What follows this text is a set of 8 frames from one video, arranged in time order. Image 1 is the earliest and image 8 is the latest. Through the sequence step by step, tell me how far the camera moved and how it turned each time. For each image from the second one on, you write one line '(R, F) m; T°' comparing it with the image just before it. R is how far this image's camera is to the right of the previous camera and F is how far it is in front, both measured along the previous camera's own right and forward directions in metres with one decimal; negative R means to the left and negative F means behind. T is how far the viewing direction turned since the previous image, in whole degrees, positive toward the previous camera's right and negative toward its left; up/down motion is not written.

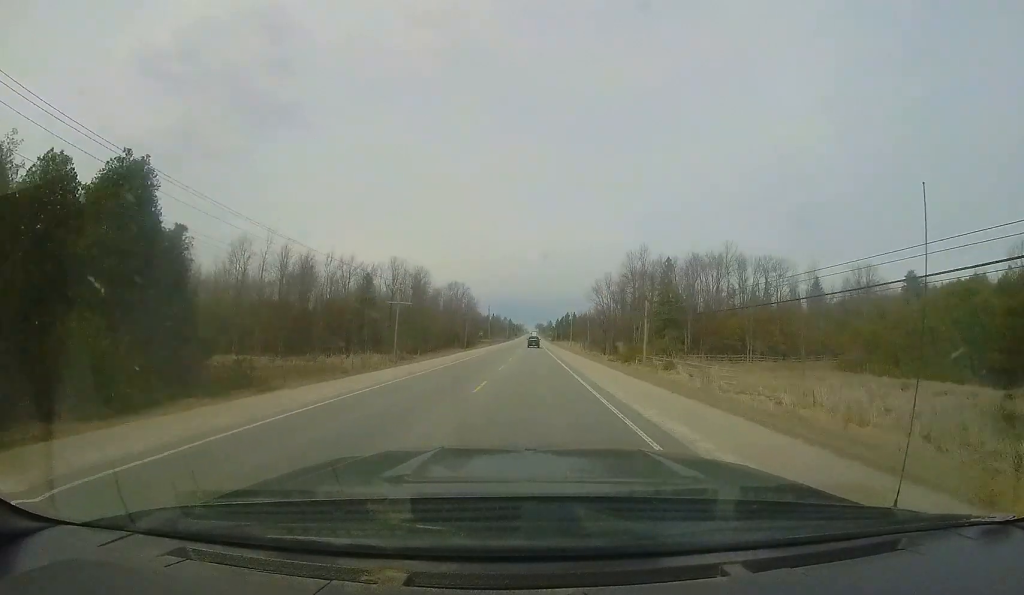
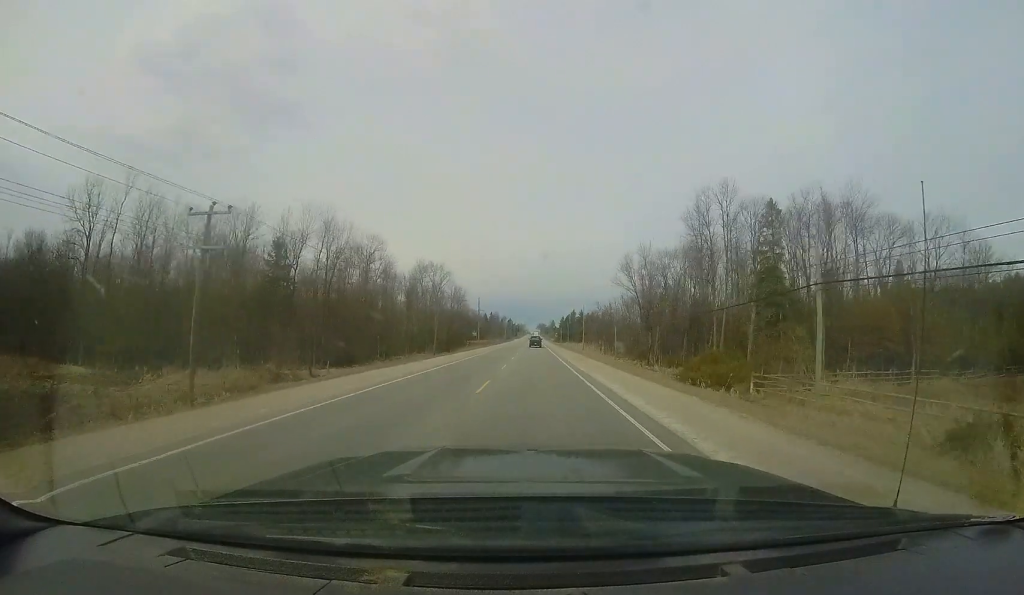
(-0.2, +26.6) m; 0°
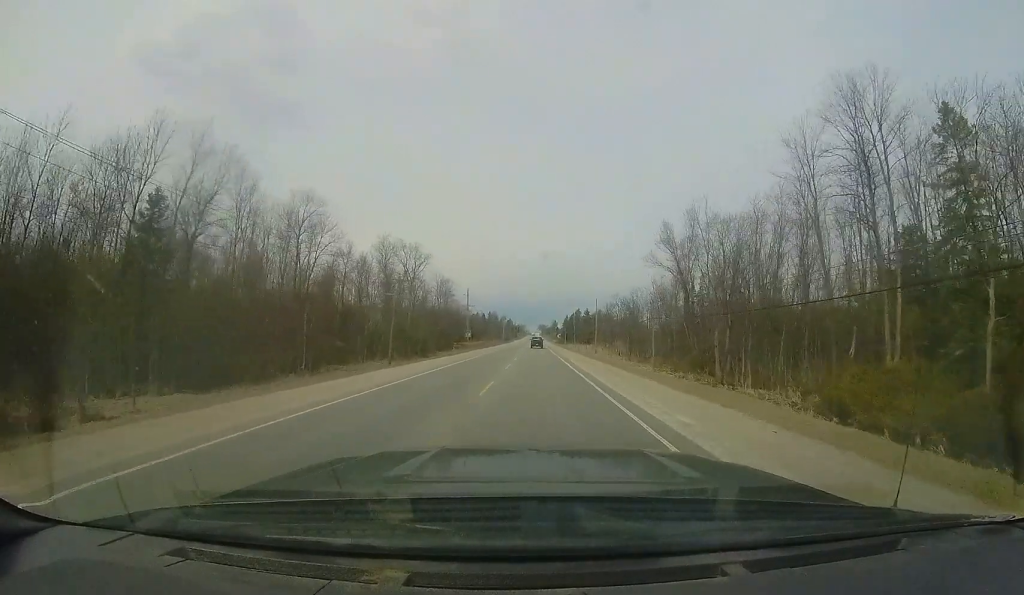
(+0.1, +18.2) m; 0°
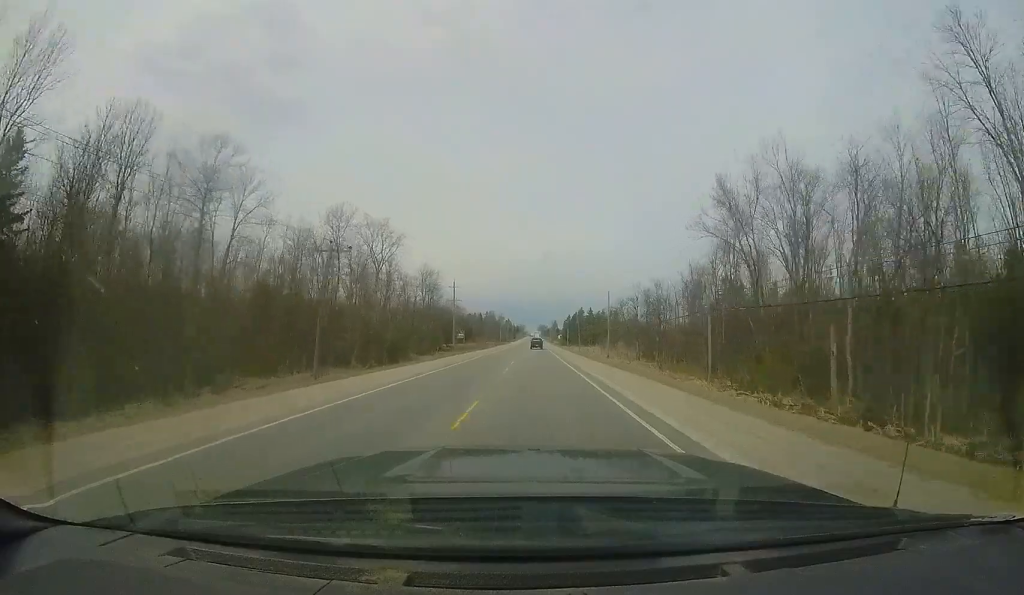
(+0.1, +13.5) m; 0°
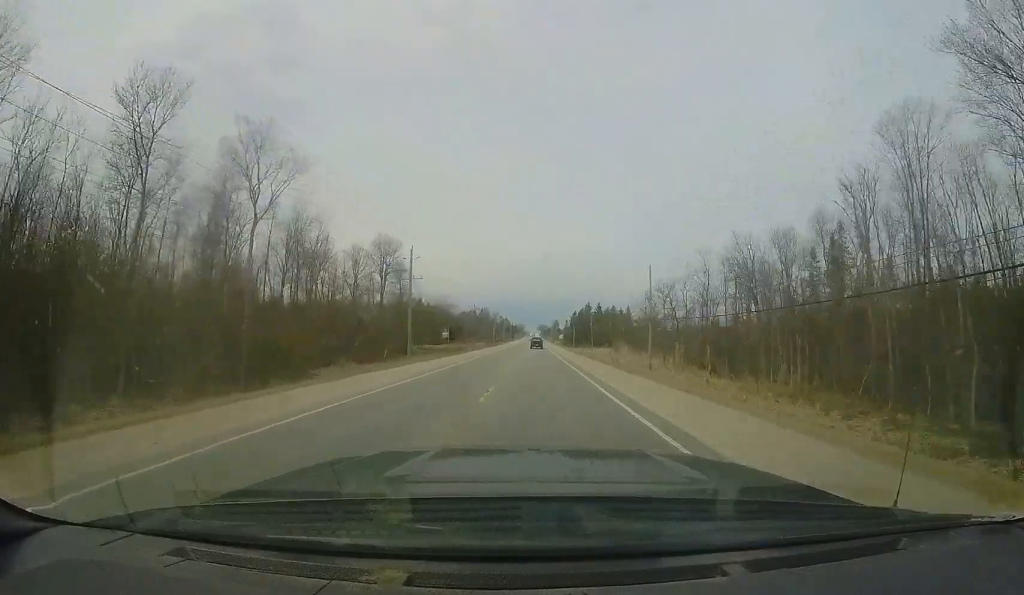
(-0.3, +23.9) m; -1°
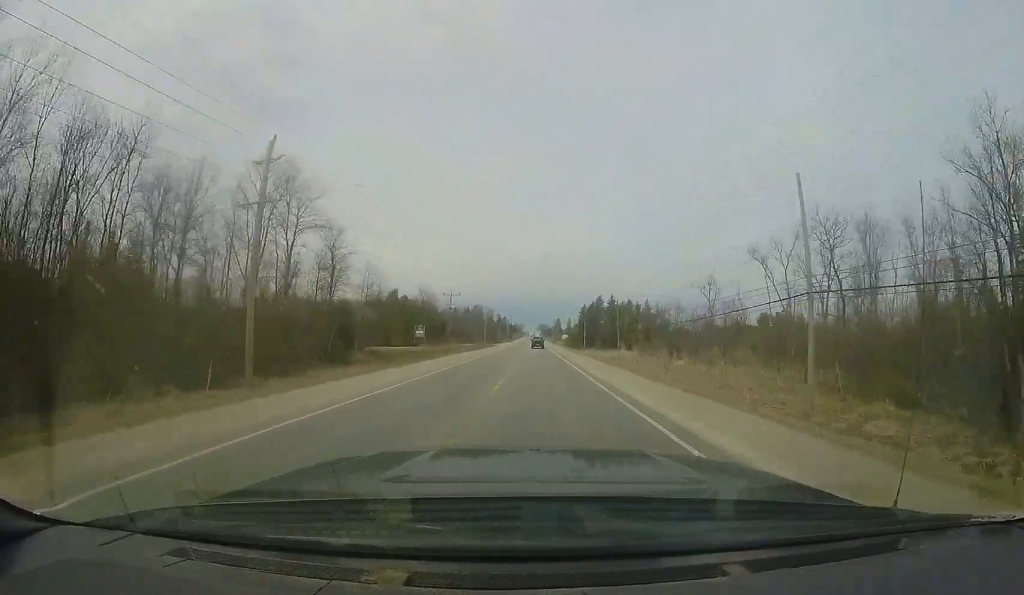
(0.0, +25.4) m; 0°
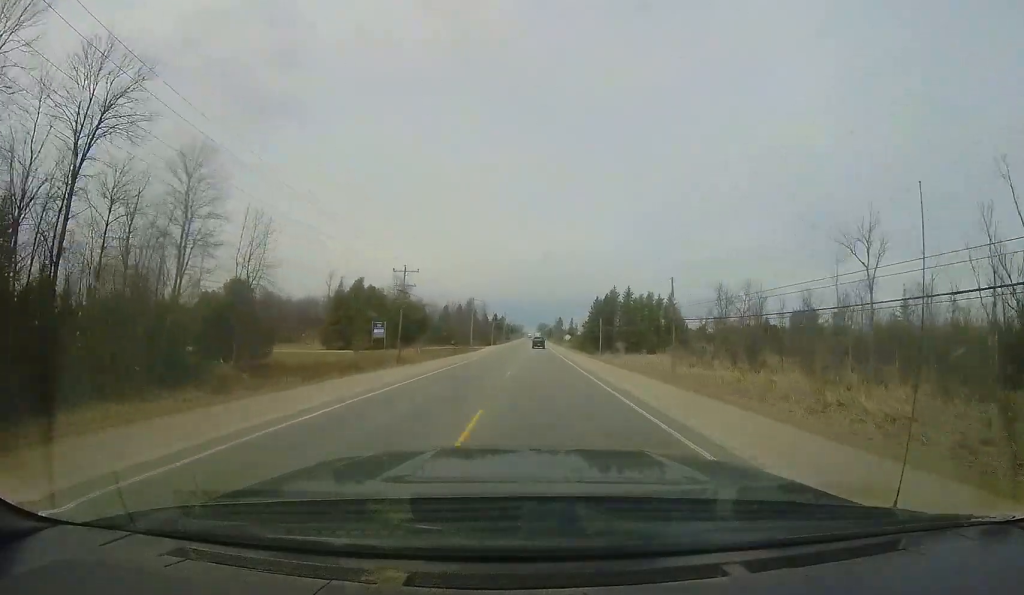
(0.0, +23.0) m; 0°
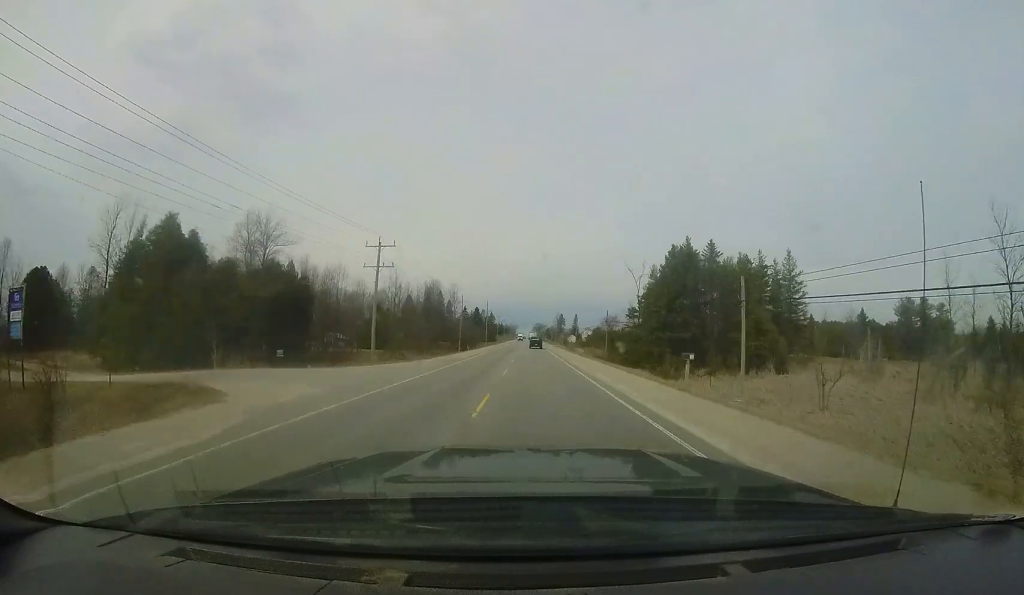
(0.0, +51.7) m; 0°
